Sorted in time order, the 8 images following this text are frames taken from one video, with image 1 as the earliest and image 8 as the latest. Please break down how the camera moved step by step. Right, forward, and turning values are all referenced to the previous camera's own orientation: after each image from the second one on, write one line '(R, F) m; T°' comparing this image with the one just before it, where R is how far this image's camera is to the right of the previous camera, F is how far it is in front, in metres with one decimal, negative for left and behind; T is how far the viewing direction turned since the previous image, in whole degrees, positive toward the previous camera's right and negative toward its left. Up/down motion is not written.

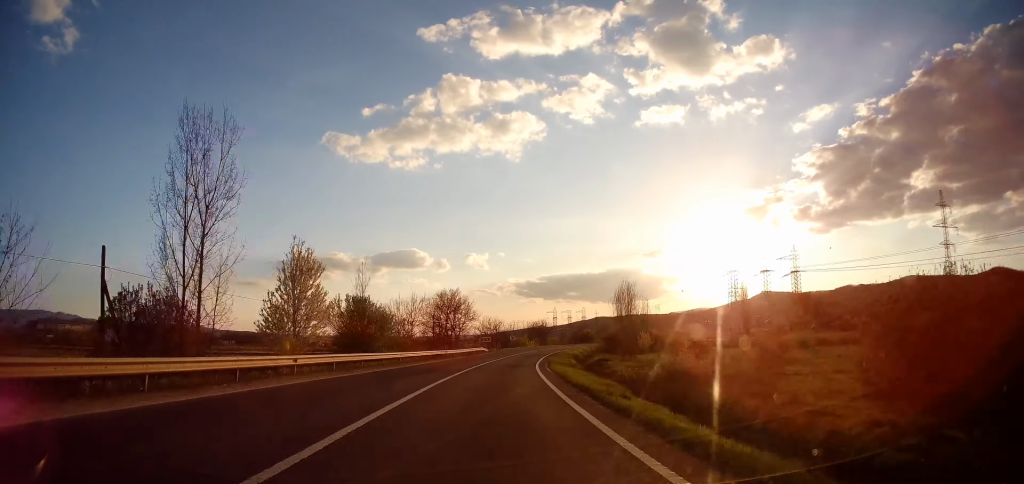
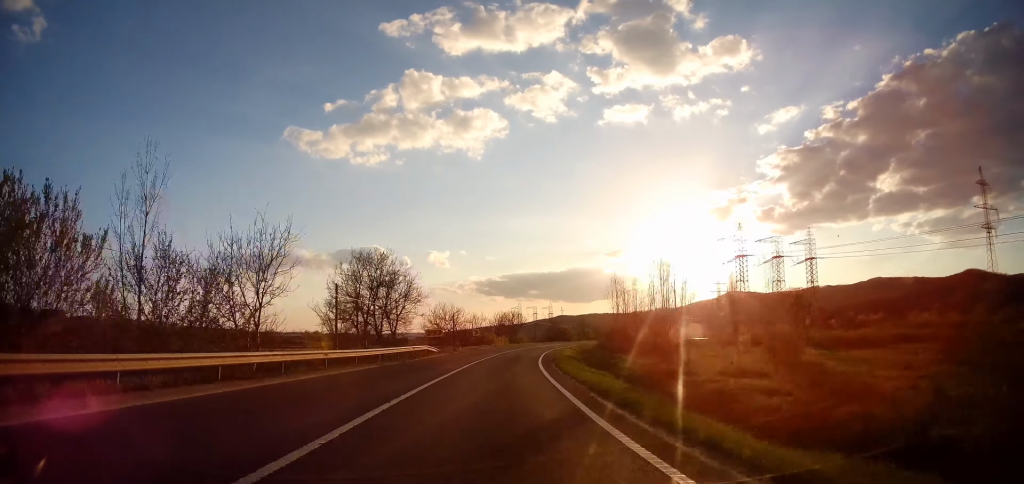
(+0.7, +28.1) m; +4°
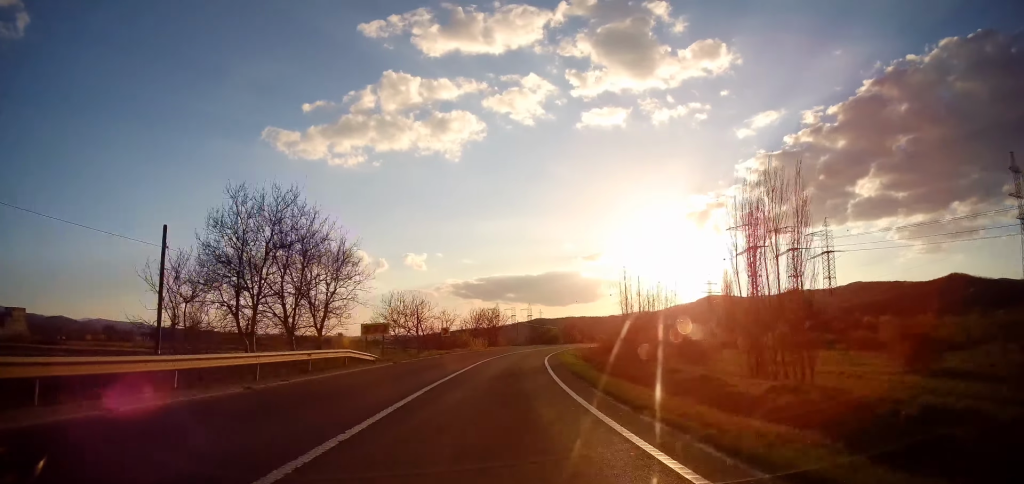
(+0.4, +17.8) m; +2°
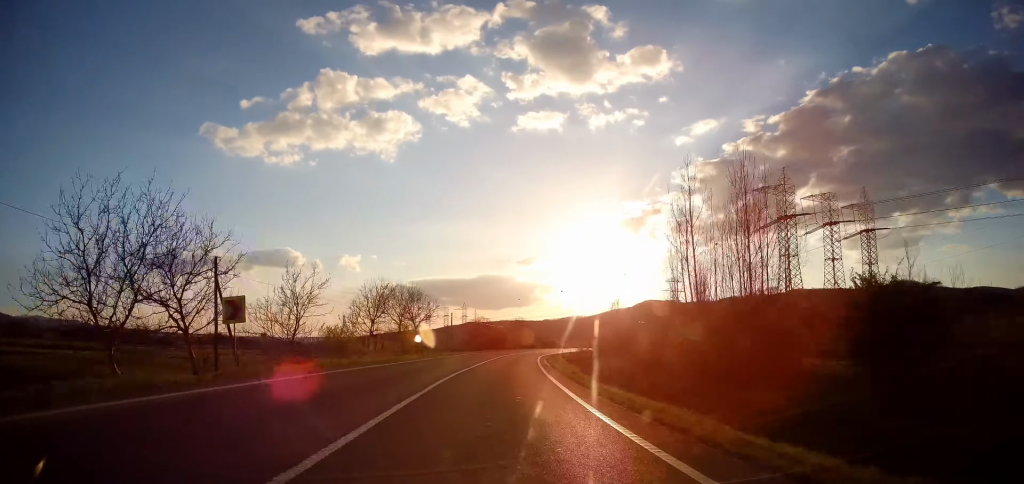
(+1.2, +38.0) m; +5°
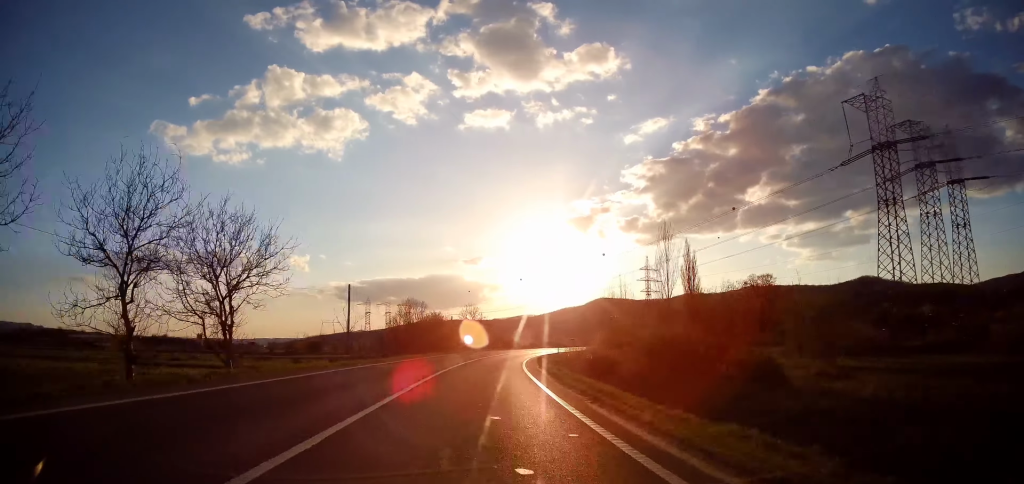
(+1.7, +34.0) m; +7°
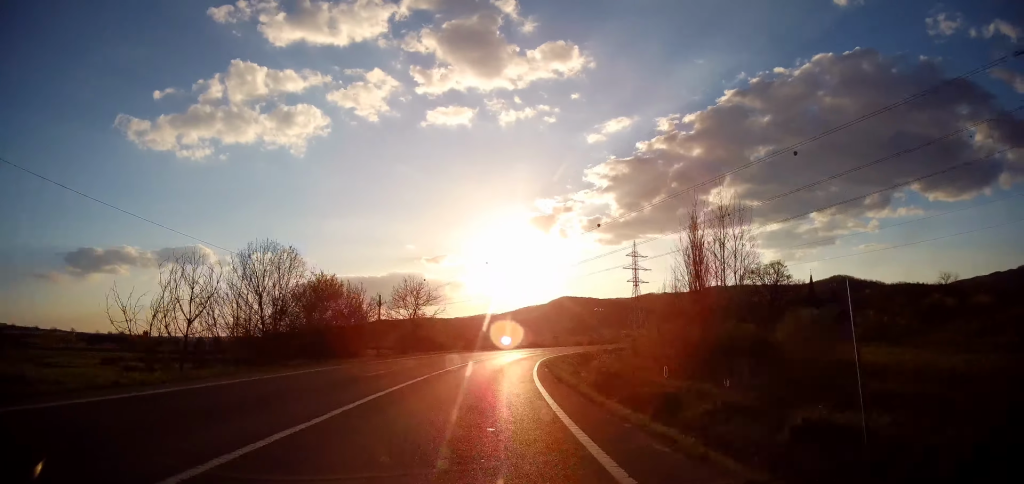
(+1.7, +31.3) m; +5°
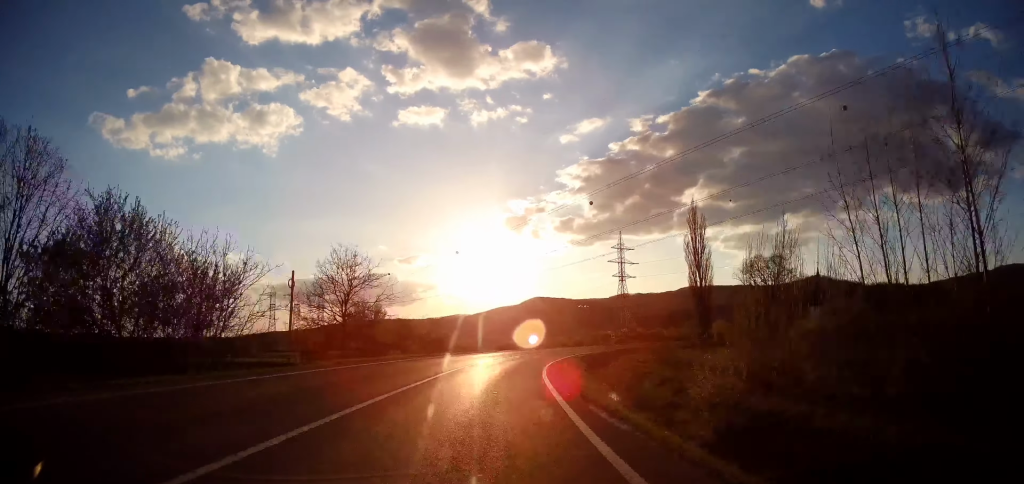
(+0.2, +16.2) m; +2°
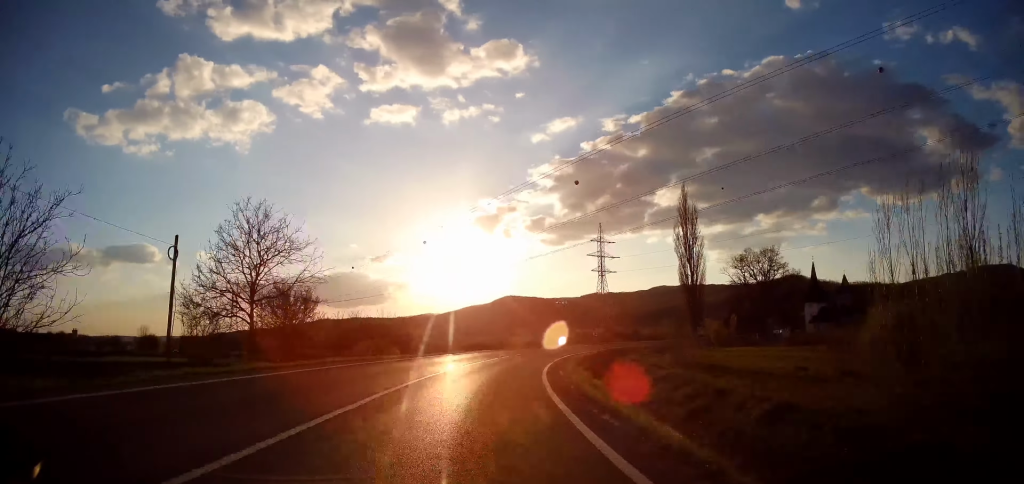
(+0.2, +10.5) m; +2°
